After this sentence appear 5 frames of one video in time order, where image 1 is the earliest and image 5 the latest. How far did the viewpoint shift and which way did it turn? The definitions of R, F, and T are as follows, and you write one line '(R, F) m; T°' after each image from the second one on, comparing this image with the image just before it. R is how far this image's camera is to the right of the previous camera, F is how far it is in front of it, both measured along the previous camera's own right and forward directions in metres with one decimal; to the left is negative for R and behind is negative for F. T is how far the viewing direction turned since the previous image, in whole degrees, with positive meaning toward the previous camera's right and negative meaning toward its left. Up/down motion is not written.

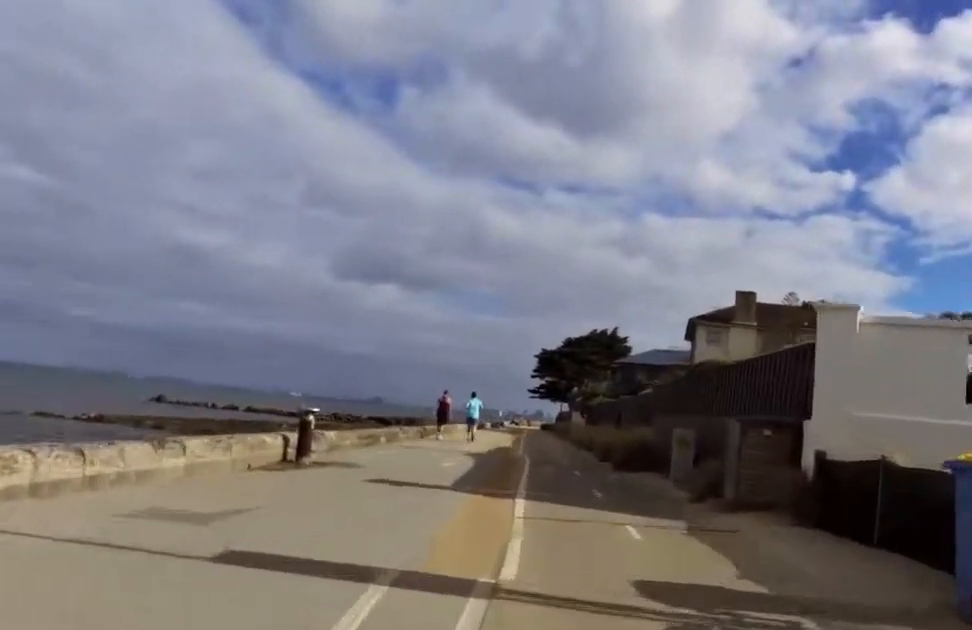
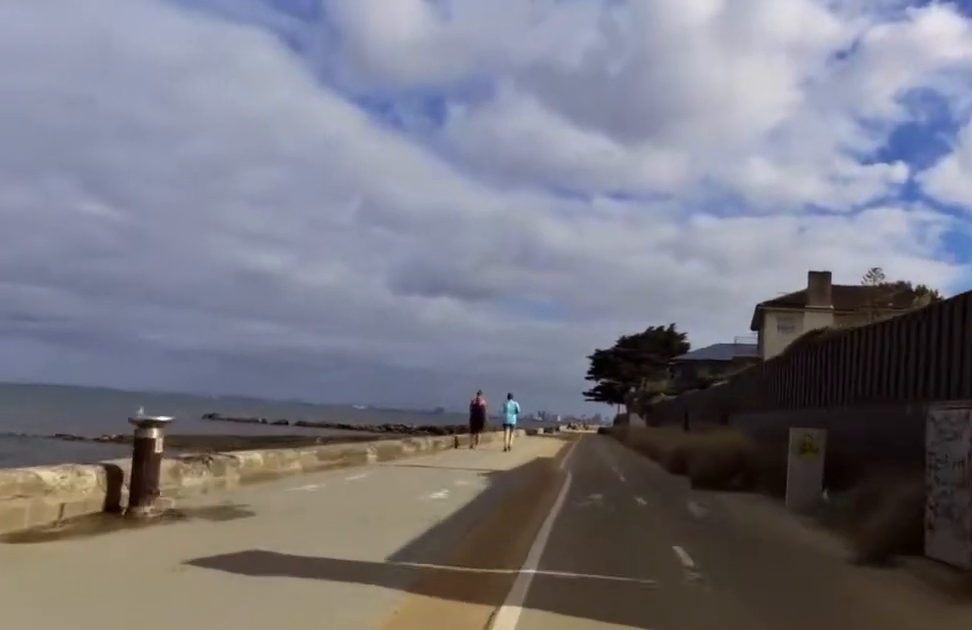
(-0.3, +5.4) m; +1°
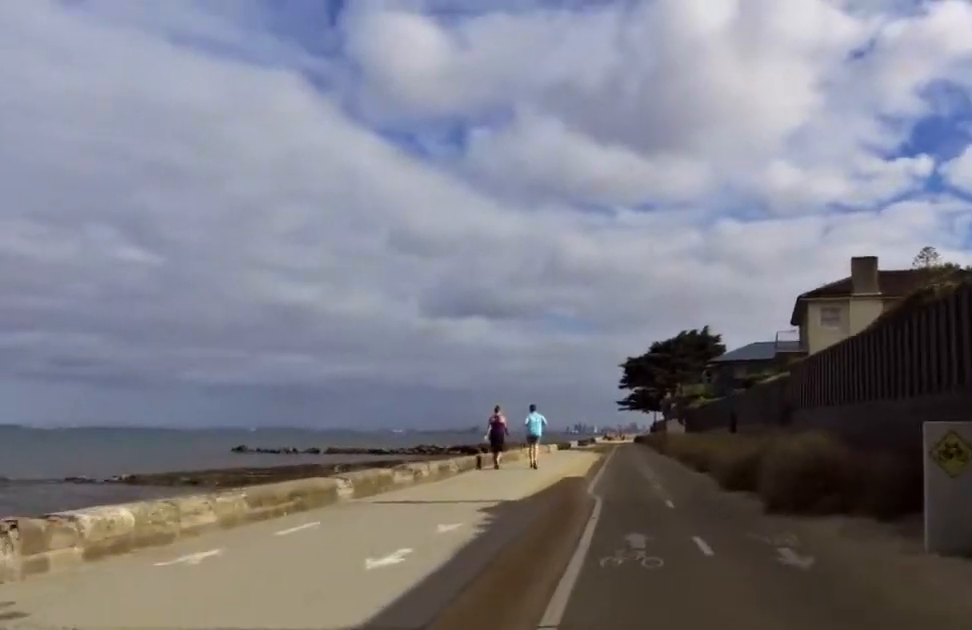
(-0.3, +3.2) m; +4°
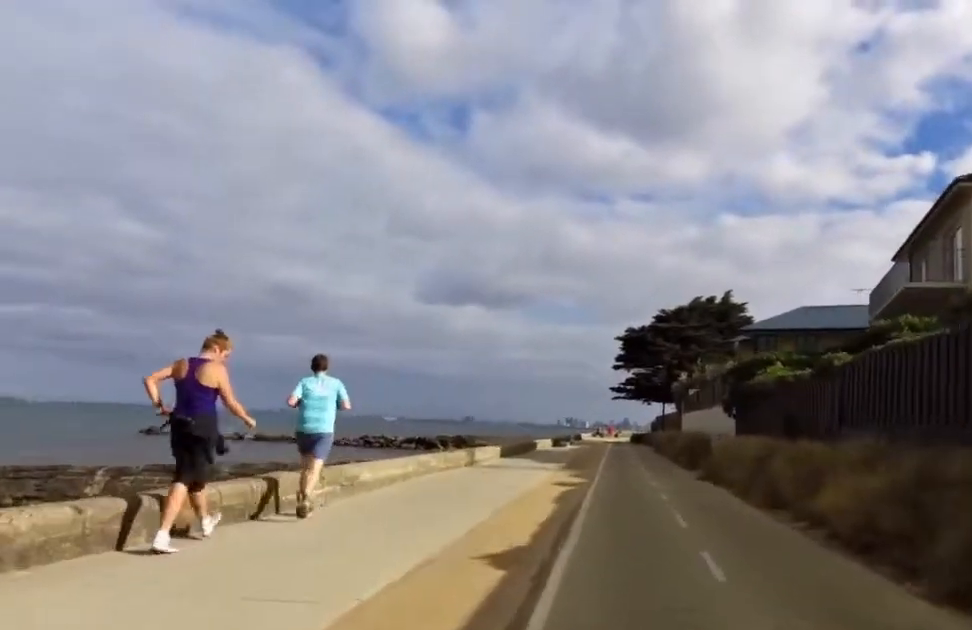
(-1.7, +20.5) m; -6°
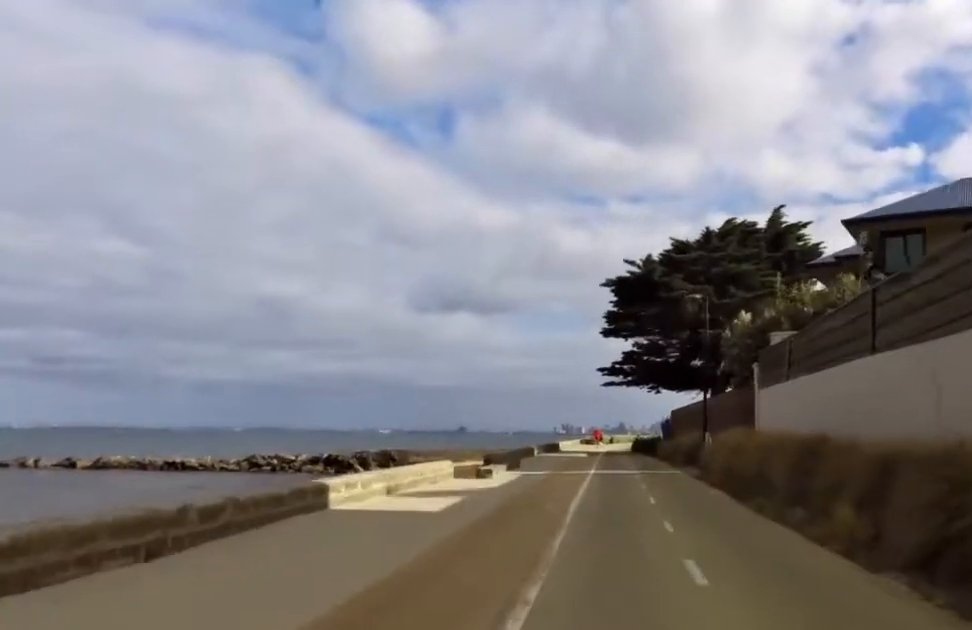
(+1.0, +25.5) m; +1°
